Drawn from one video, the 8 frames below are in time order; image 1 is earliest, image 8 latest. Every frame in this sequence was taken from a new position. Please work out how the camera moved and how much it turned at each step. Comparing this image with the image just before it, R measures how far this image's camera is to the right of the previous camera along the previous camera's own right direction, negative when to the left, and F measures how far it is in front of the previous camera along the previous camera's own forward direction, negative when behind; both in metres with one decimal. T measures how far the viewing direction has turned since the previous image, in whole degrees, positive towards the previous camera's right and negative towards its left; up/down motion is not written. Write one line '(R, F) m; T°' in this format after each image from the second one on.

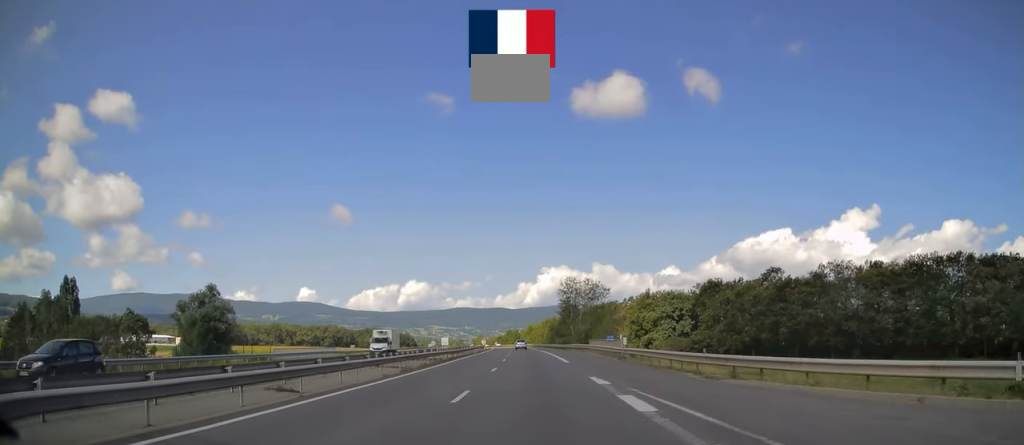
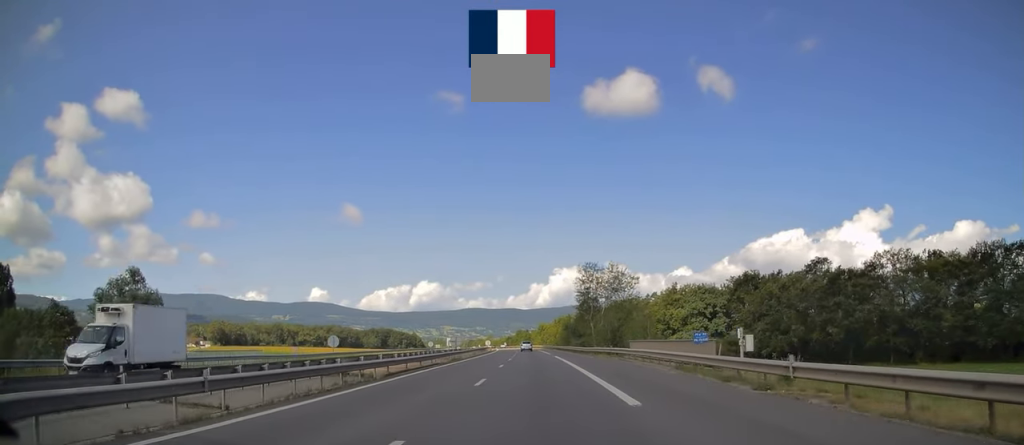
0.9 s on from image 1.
(-0.1, +21.2) m; -1°
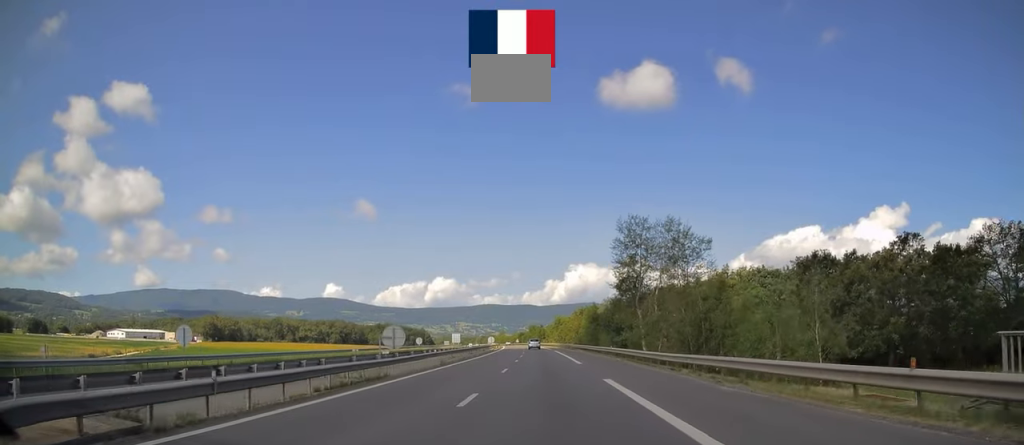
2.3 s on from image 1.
(-0.8, +31.7) m; -1°
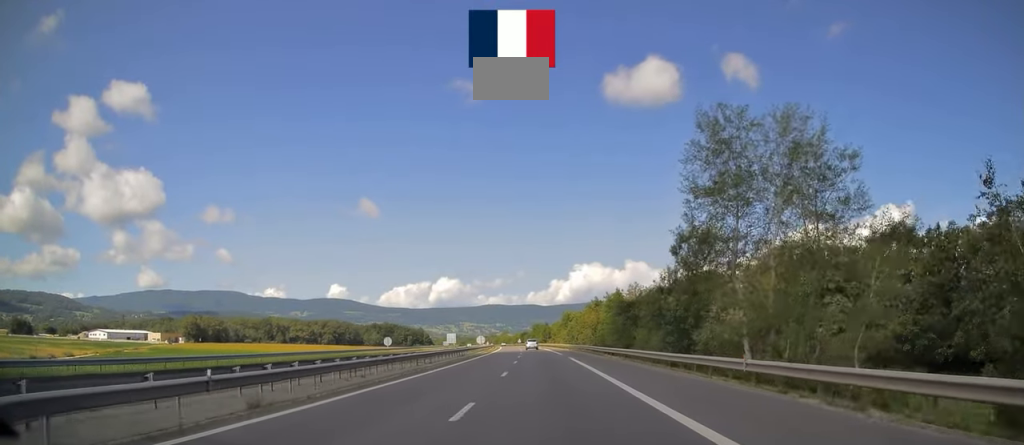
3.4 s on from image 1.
(+0.2, +28.1) m; 0°
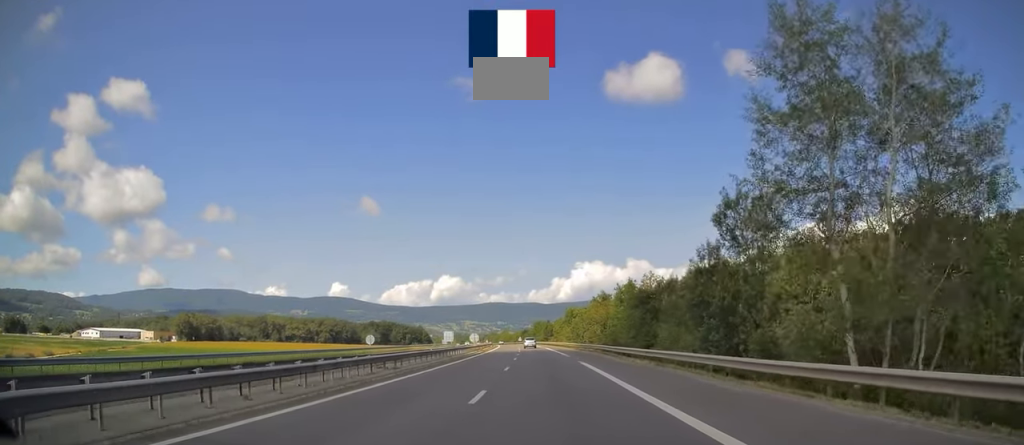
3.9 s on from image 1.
(0.0, +10.4) m; 0°
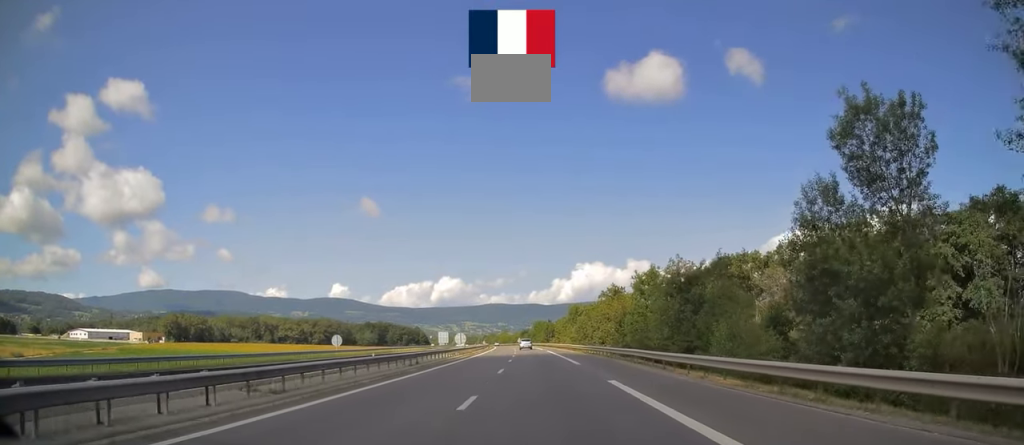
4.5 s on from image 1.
(-0.2, +14.1) m; 0°
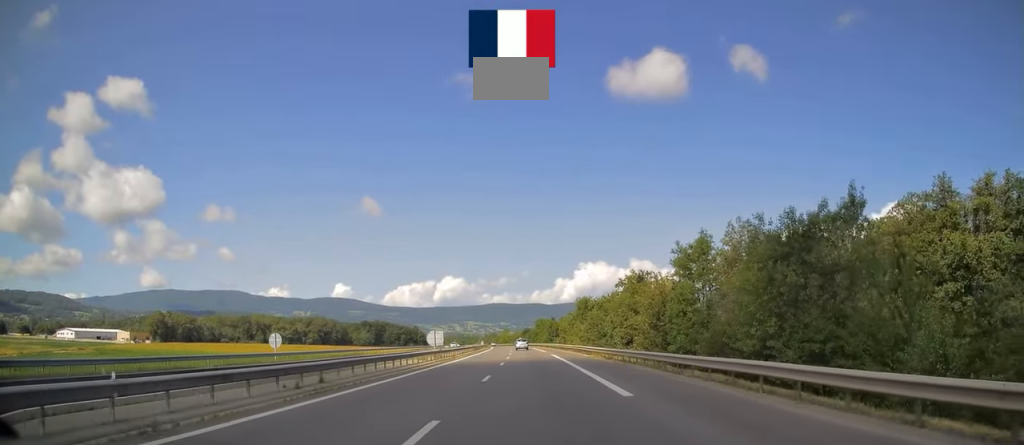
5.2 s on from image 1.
(0.0, +17.5) m; -1°
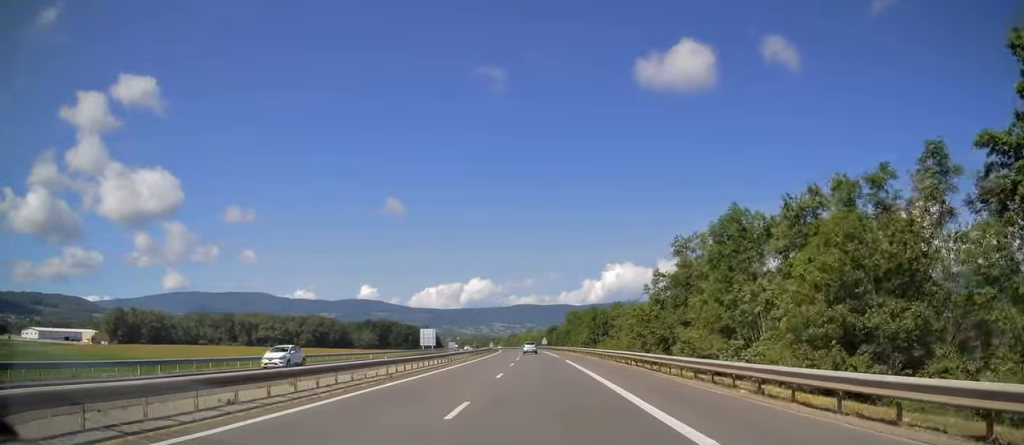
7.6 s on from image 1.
(-1.5, +60.8) m; -2°
